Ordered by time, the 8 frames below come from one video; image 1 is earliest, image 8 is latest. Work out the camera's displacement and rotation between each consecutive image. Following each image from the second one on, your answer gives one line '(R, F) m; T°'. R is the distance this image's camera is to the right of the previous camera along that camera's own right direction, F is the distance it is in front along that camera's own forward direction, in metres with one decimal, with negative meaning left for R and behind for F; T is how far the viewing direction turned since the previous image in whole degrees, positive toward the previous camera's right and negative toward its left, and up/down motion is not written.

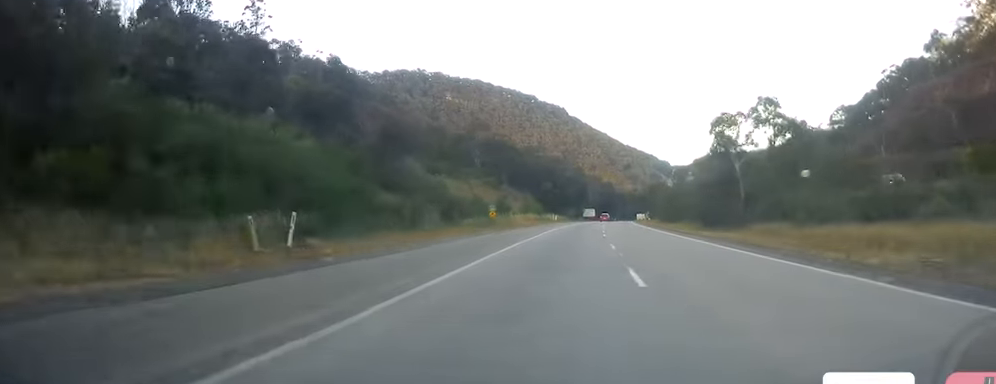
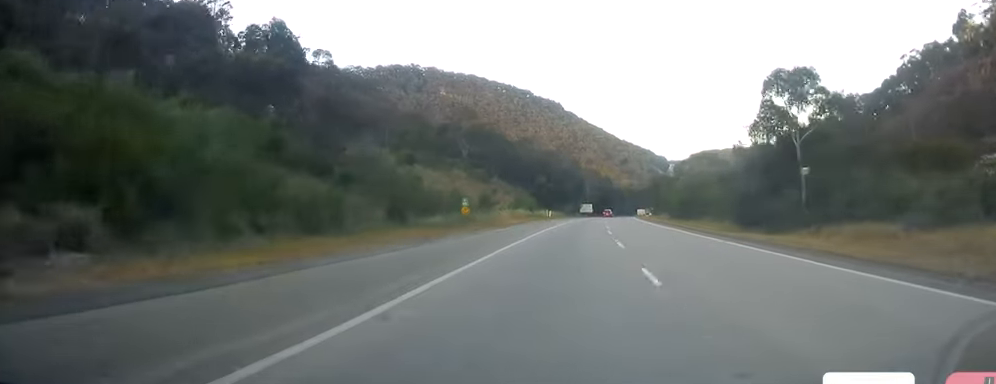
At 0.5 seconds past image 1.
(+0.2, +13.7) m; 0°
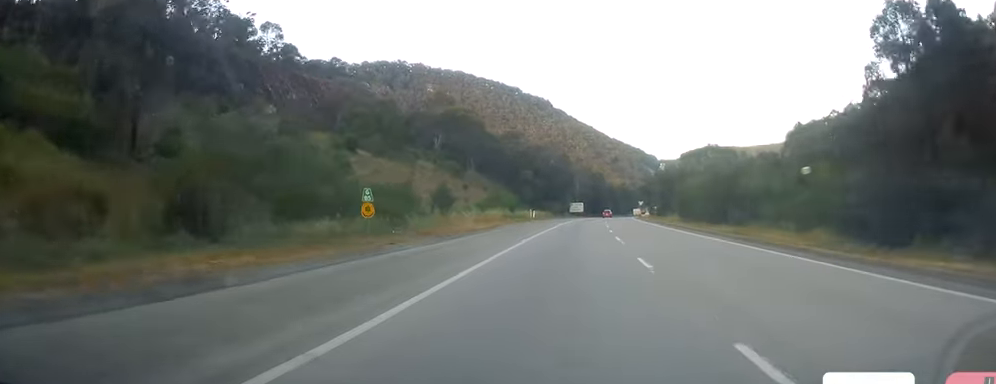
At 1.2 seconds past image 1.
(+0.3, +20.5) m; 0°
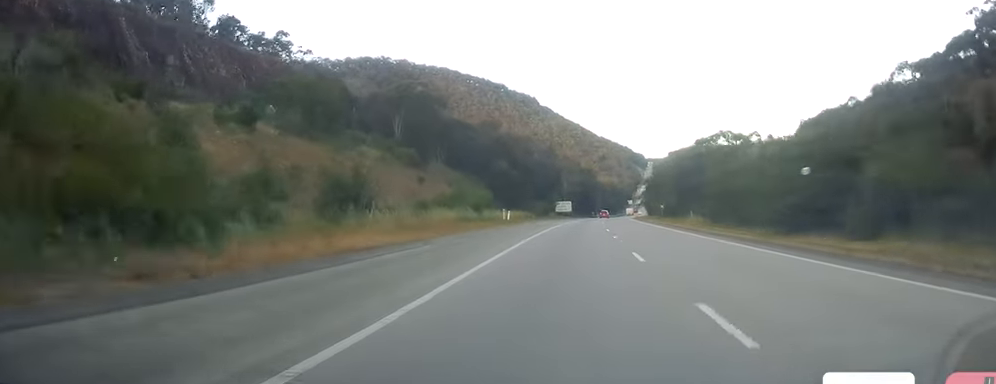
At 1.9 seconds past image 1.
(-0.4, +21.5) m; +1°
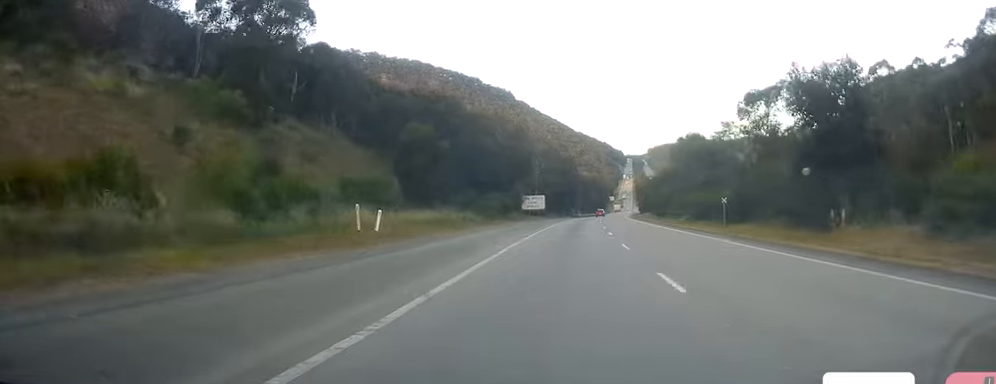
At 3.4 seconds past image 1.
(+1.4, +43.7) m; +2°
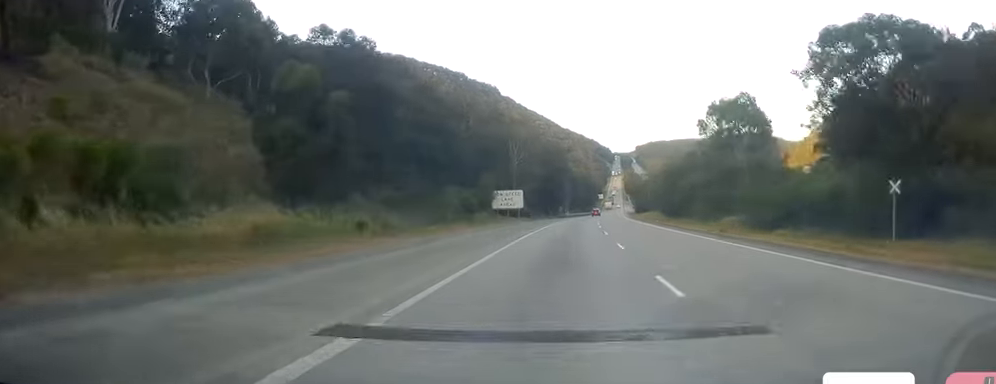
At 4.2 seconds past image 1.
(0.0, +24.3) m; 0°
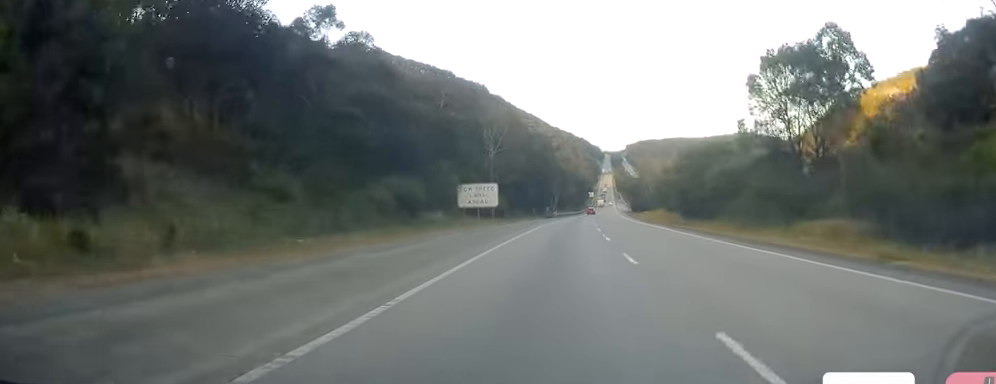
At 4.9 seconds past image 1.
(0.0, +18.5) m; +1°
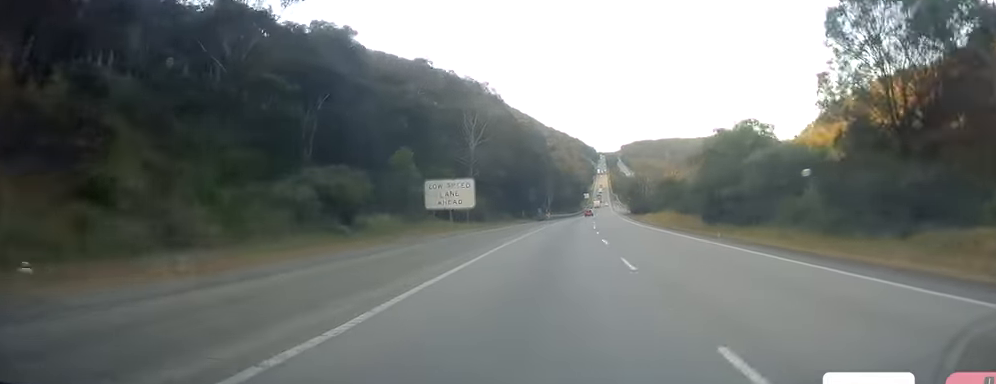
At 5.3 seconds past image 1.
(+0.1, +12.6) m; +1°
